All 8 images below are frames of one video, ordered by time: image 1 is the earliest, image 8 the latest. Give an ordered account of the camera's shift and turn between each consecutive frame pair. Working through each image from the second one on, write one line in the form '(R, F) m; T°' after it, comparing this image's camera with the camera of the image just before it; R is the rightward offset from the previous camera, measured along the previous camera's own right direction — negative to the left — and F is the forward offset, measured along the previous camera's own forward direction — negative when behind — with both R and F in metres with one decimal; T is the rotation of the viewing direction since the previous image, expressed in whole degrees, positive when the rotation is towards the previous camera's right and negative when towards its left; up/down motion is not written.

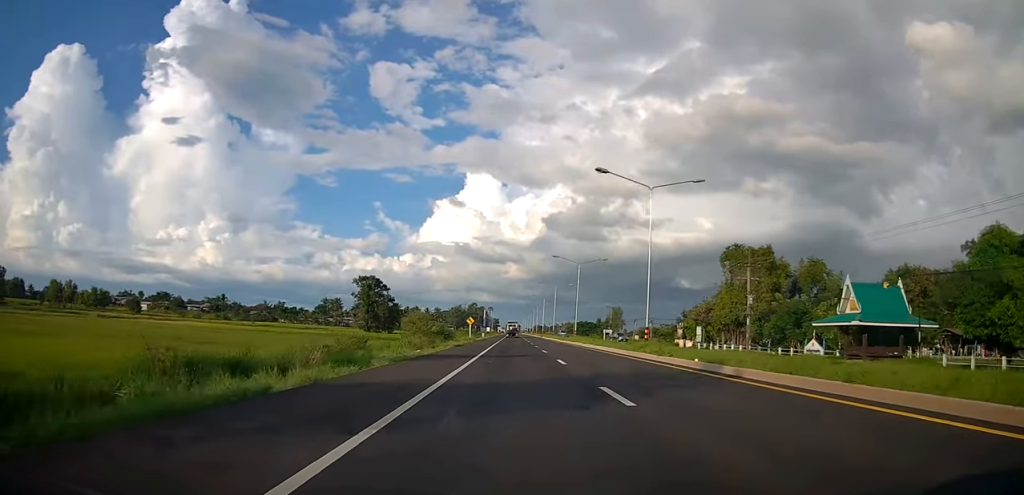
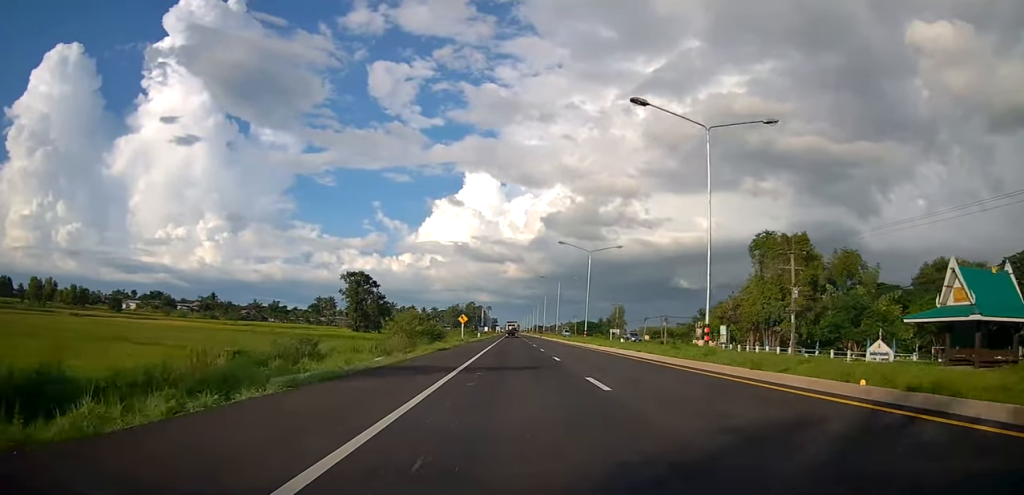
(0.0, +9.7) m; 0°
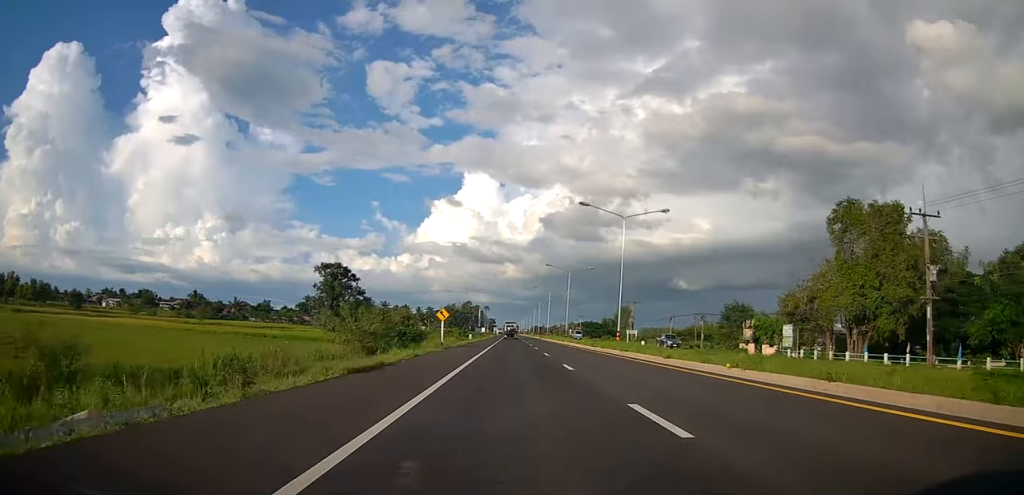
(0.0, +17.3) m; 0°
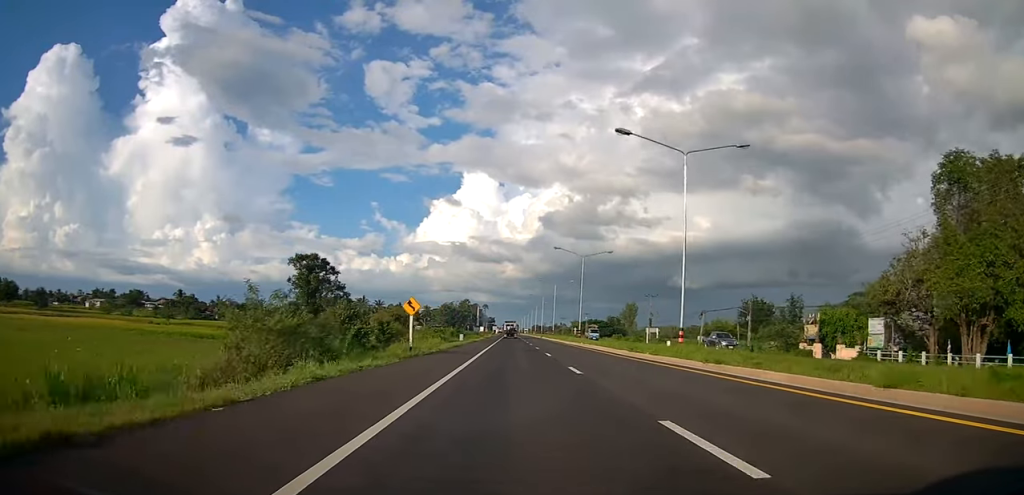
(0.0, +14.1) m; 0°
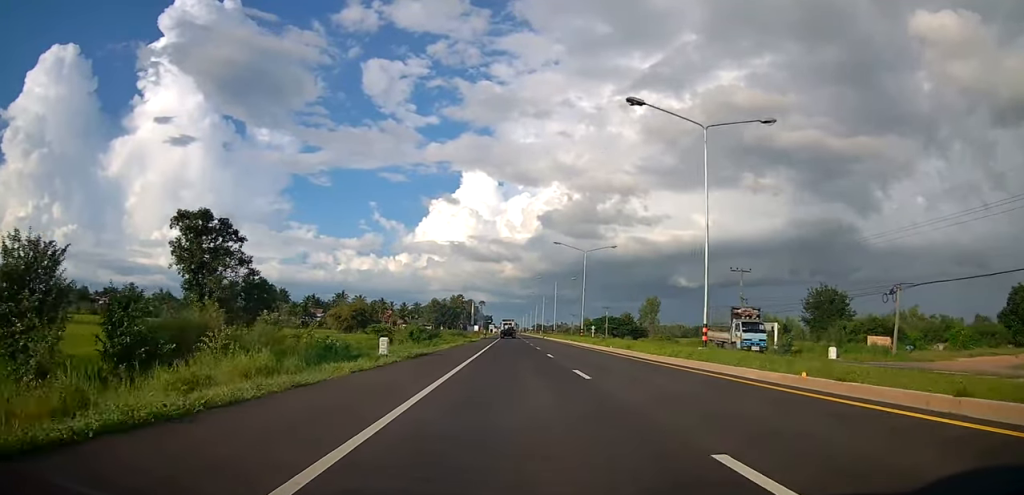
(+0.1, +38.4) m; +1°
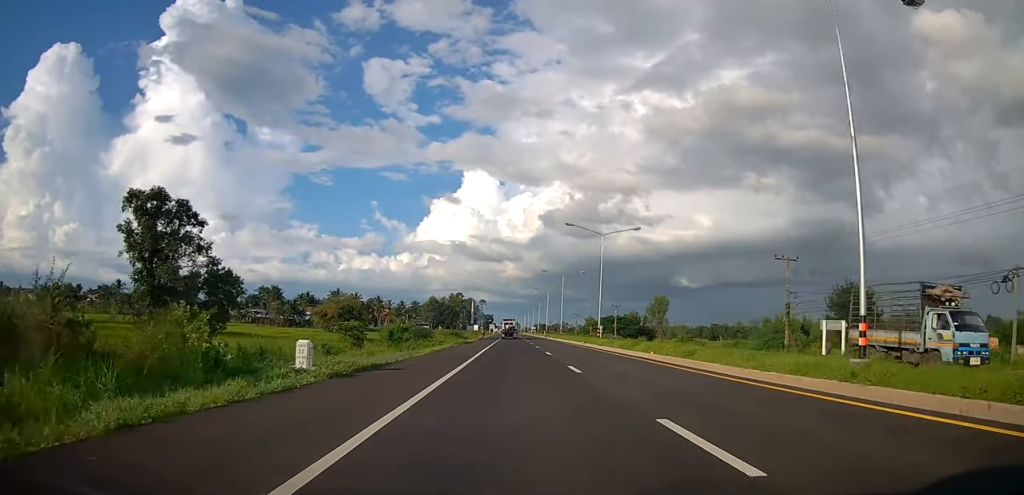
(-0.1, +10.0) m; +1°
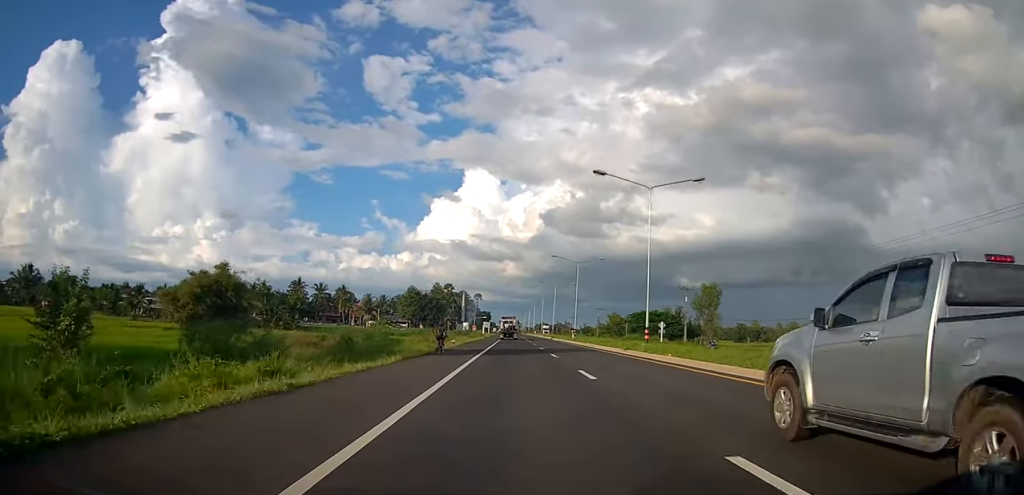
(-0.6, +50.8) m; -2°
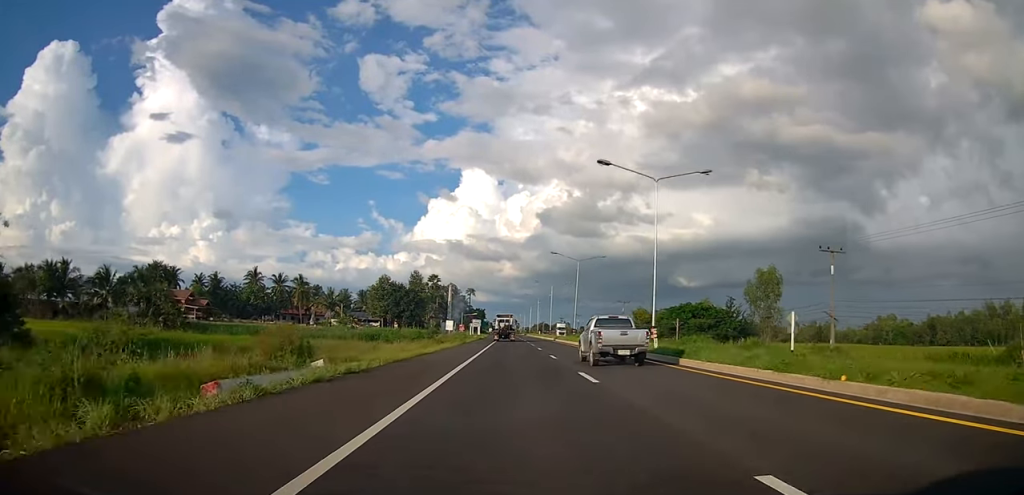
(+1.0, +37.1) m; +2°
